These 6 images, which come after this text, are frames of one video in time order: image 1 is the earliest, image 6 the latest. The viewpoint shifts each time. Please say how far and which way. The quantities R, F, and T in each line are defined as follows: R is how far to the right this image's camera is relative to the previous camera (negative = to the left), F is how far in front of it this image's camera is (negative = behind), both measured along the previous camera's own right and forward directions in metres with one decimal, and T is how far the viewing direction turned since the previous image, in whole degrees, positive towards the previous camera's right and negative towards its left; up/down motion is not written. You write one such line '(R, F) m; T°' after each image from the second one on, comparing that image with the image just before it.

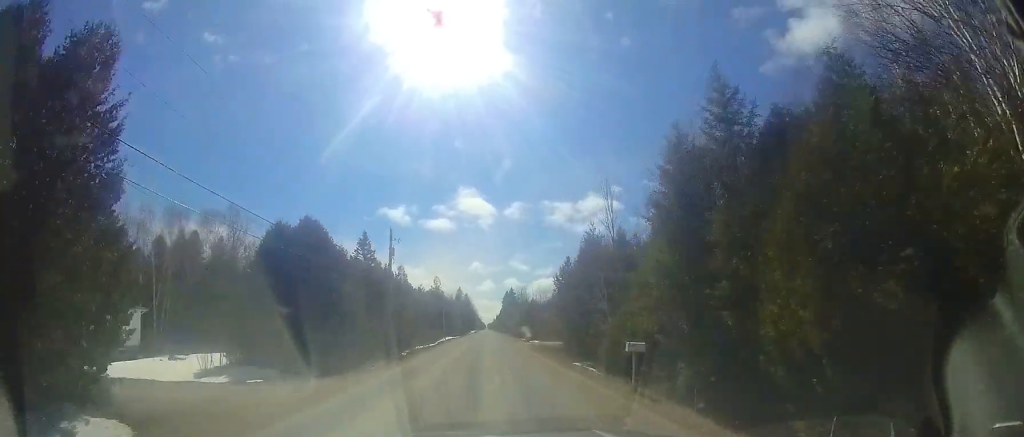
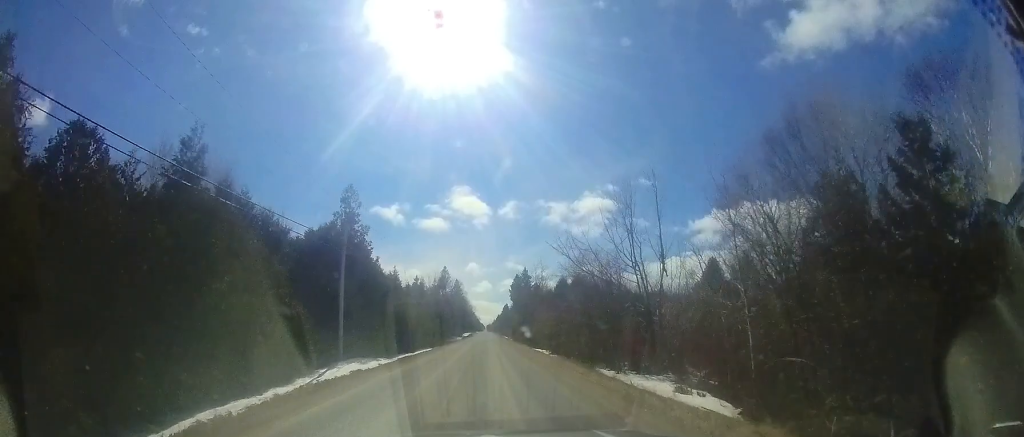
(+0.8, +50.3) m; 0°
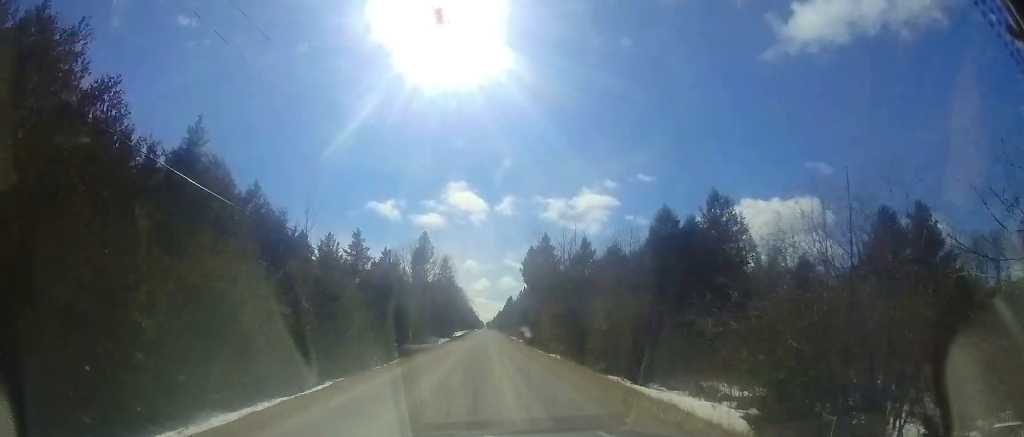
(-0.7, +31.2) m; -1°
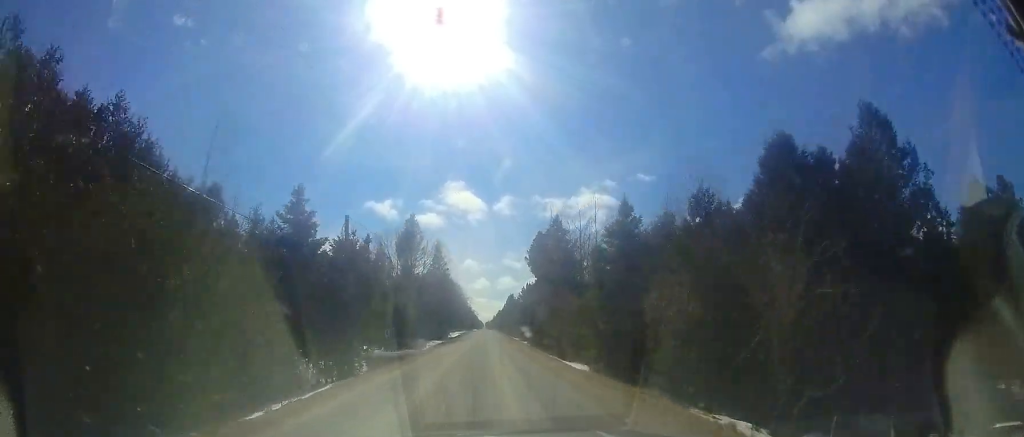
(+0.1, +10.3) m; +1°
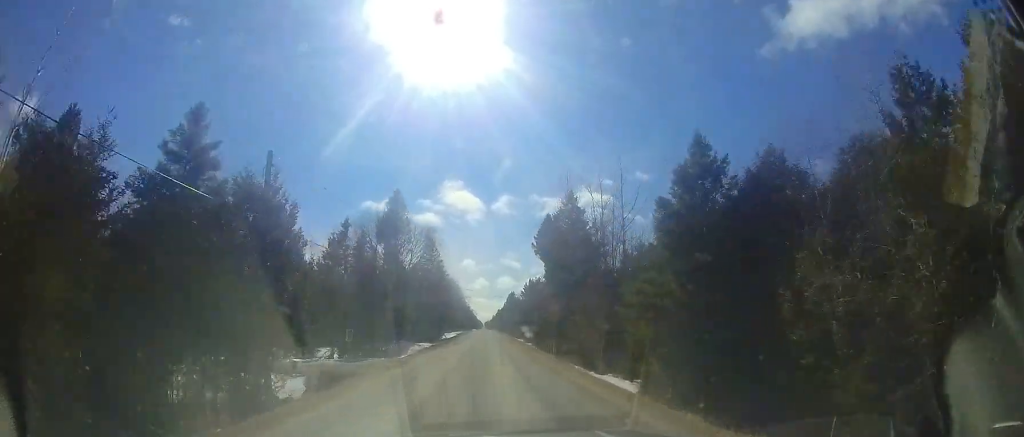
(0.0, +8.9) m; +1°
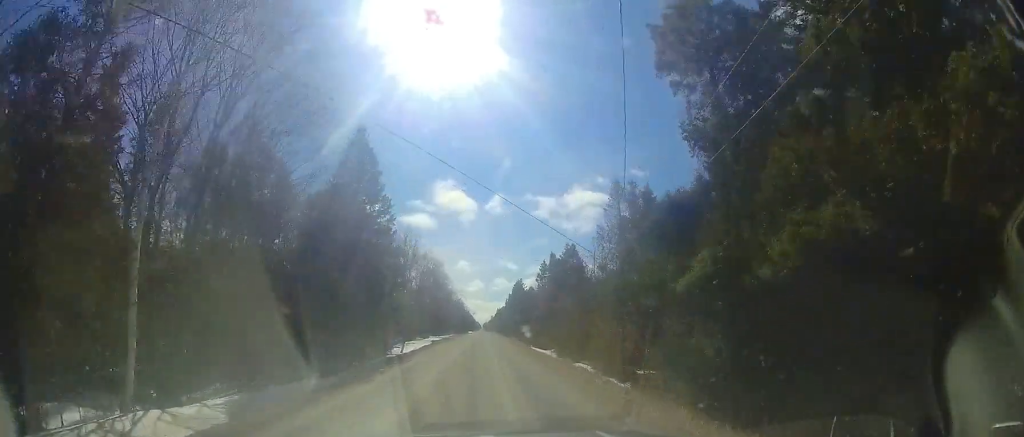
(+0.2, +36.5) m; 0°
